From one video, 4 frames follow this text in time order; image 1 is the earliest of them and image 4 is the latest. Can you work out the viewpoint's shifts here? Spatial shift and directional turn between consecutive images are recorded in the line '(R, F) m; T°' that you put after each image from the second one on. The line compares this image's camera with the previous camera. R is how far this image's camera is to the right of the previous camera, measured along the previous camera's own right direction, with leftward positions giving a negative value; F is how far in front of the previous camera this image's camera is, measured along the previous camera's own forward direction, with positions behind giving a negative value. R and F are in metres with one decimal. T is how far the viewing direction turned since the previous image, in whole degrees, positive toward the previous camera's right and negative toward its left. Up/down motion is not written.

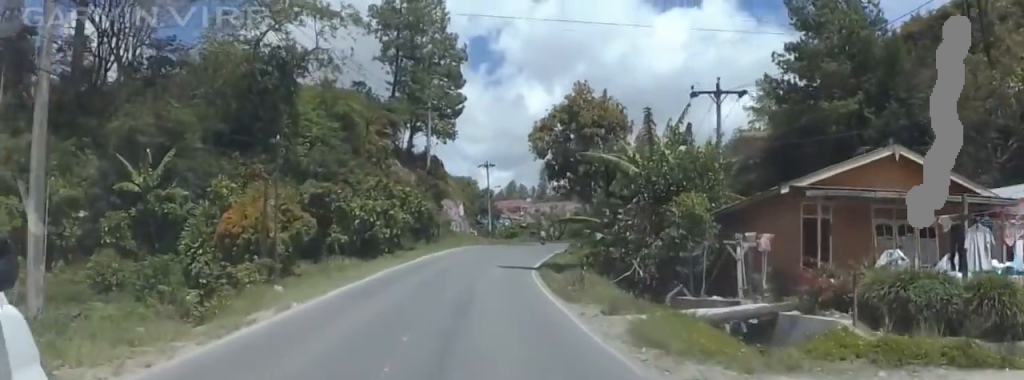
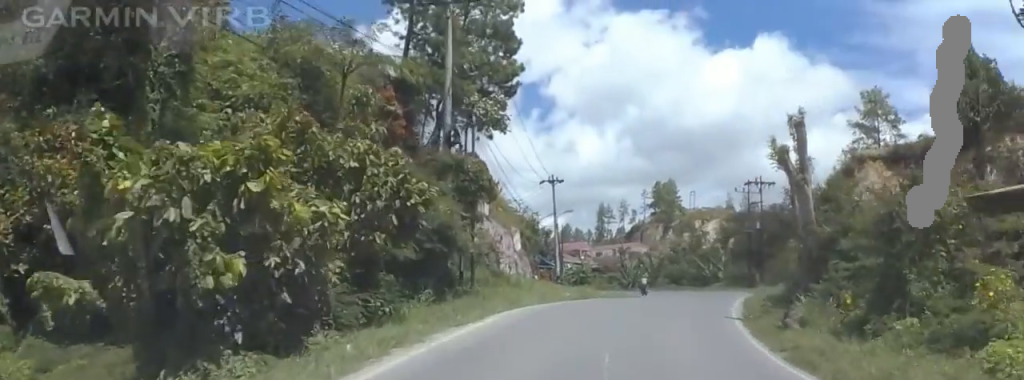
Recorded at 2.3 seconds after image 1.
(+0.6, +32.9) m; +3°
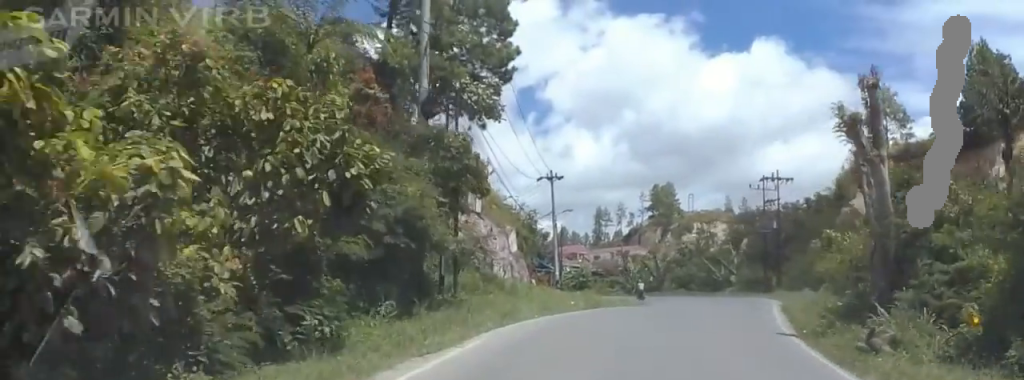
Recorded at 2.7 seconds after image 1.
(-0.3, +5.7) m; +2°
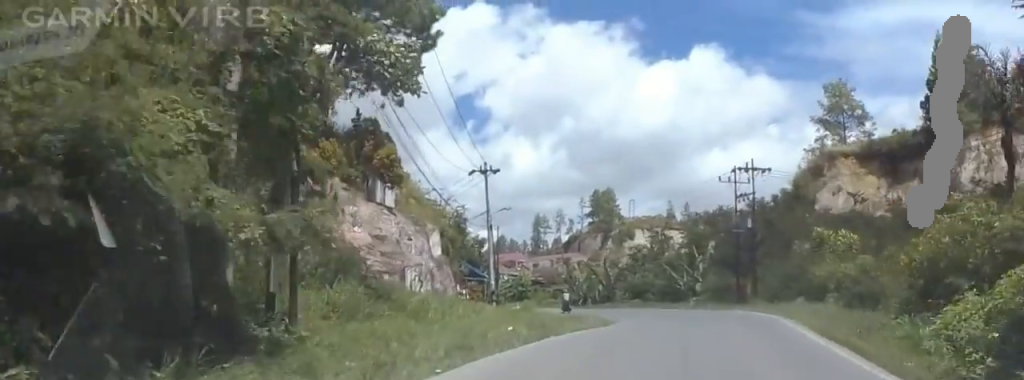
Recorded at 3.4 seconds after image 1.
(+0.4, +10.1) m; +3°
